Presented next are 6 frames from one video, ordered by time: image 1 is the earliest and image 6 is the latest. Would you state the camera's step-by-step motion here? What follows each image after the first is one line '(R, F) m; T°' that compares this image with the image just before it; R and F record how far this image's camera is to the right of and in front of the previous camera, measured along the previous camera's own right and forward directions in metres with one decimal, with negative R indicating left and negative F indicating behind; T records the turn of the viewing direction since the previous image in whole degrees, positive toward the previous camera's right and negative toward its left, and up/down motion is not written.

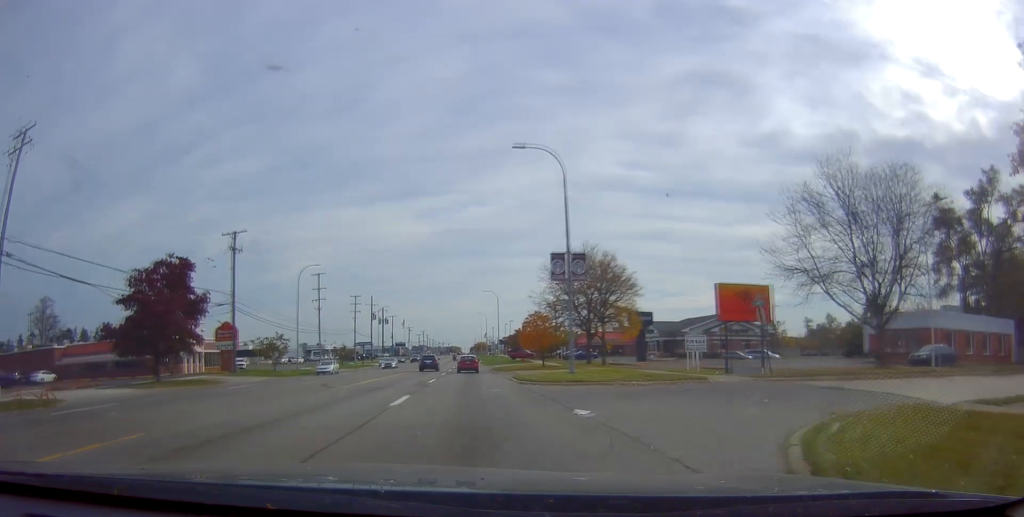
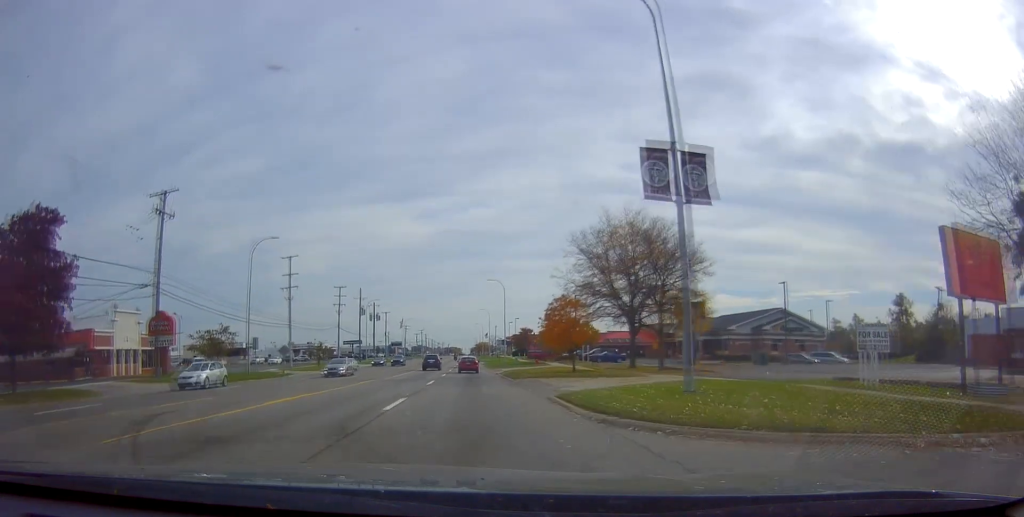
(-0.4, +16.6) m; 0°
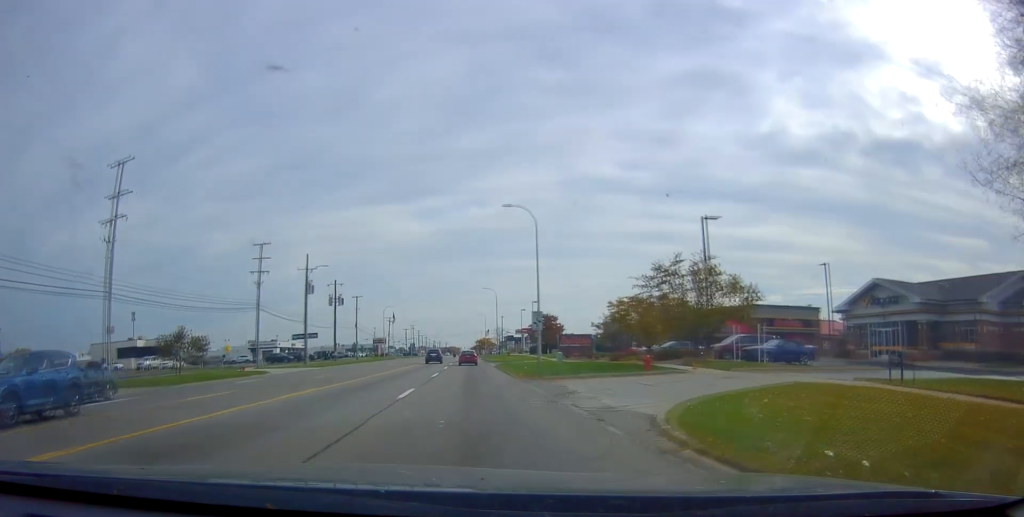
(0.0, +43.2) m; 0°
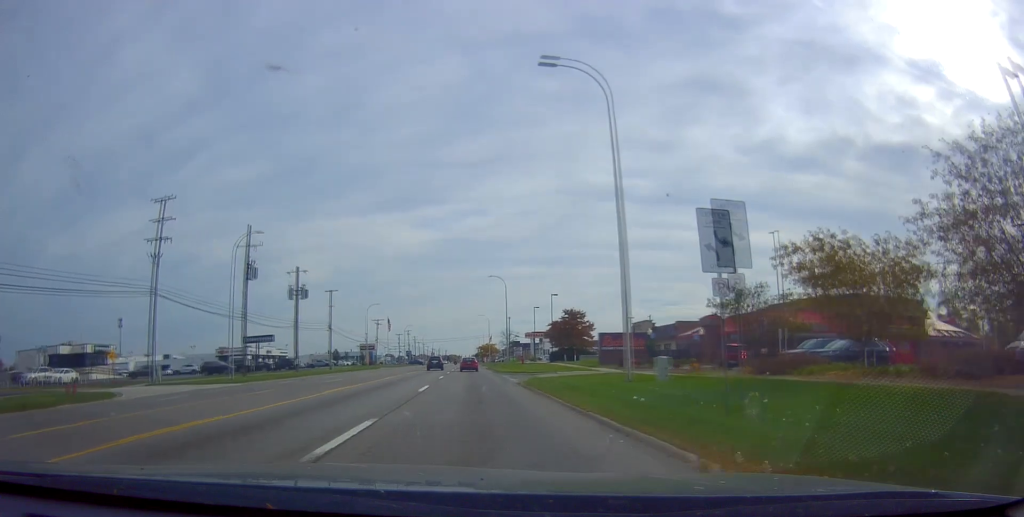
(+0.2, +24.5) m; 0°
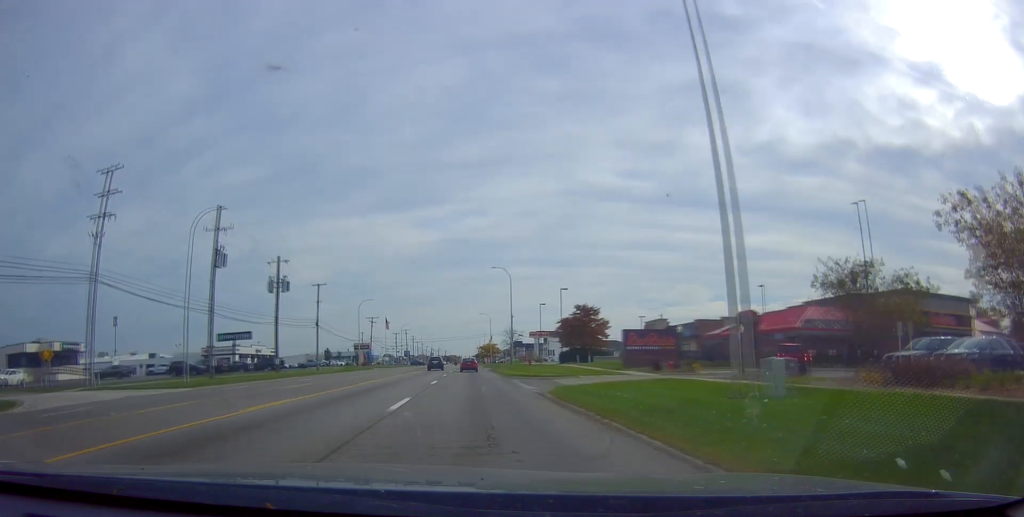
(-0.2, +8.6) m; 0°
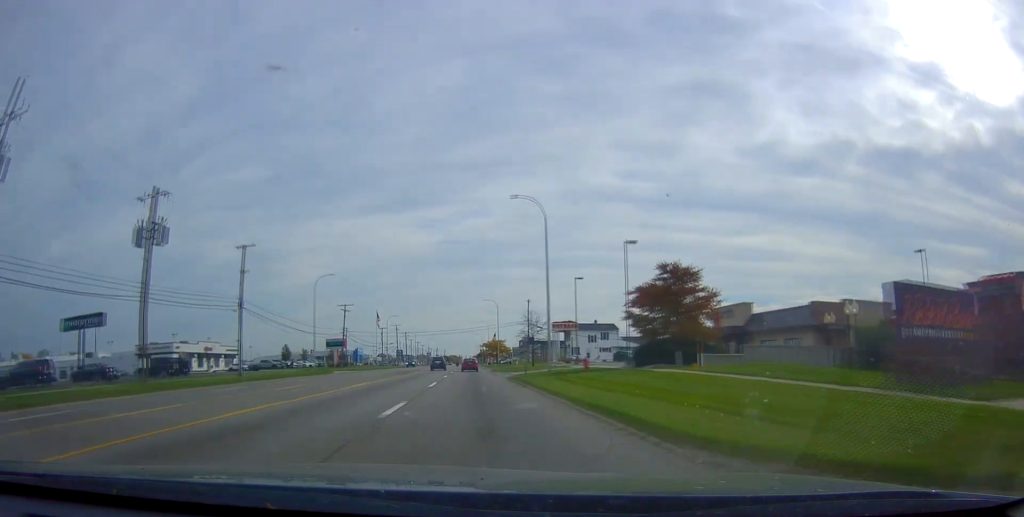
(+0.1, +32.0) m; 0°
